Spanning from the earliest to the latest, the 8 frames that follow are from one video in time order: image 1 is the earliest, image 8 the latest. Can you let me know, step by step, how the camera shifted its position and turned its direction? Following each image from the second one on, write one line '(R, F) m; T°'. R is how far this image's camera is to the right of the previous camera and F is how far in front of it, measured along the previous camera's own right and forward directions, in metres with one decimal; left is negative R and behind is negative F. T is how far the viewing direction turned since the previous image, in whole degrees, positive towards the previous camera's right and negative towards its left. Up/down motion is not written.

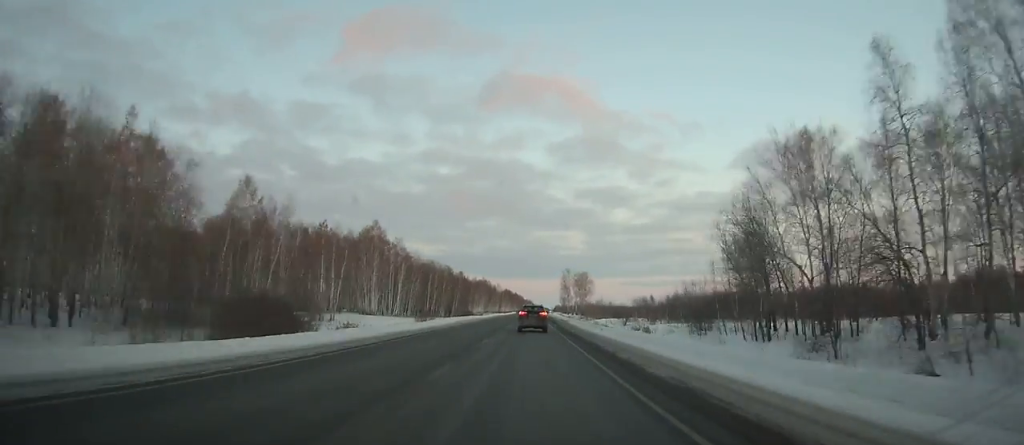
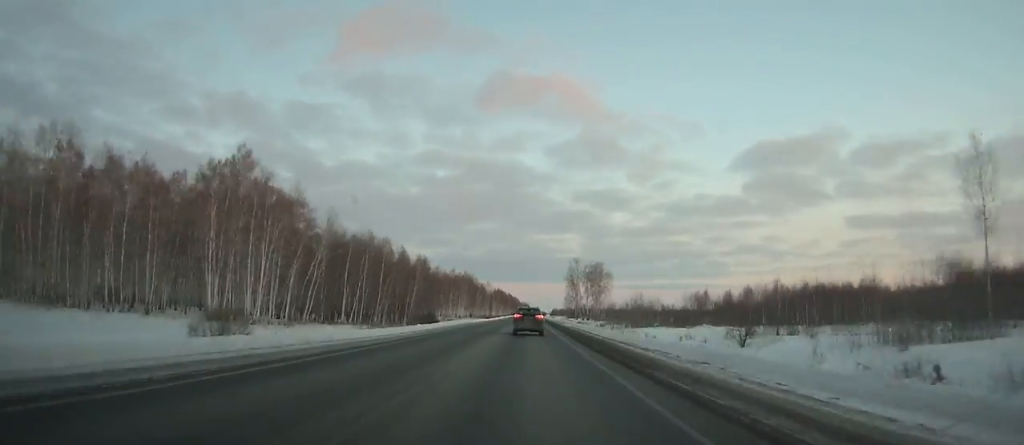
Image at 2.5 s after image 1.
(0.0, +70.9) m; 0°
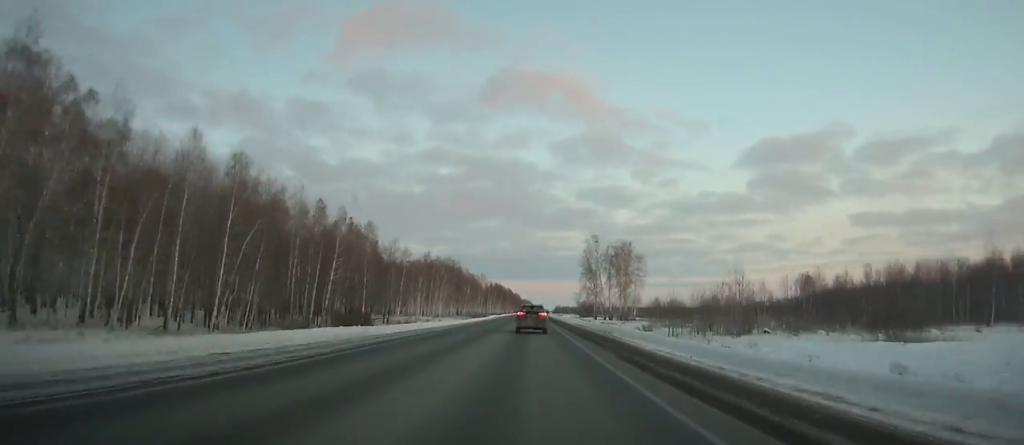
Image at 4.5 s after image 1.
(0.0, +56.6) m; 0°
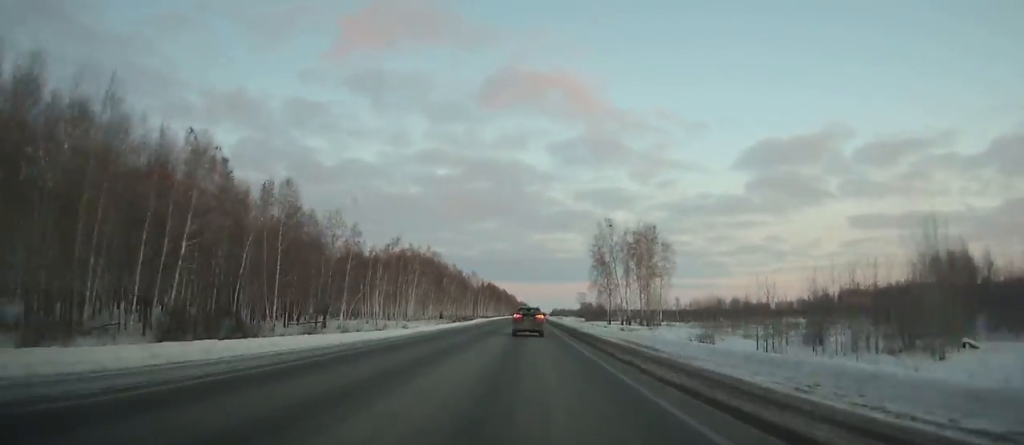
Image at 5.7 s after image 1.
(+0.1, +33.7) m; 0°
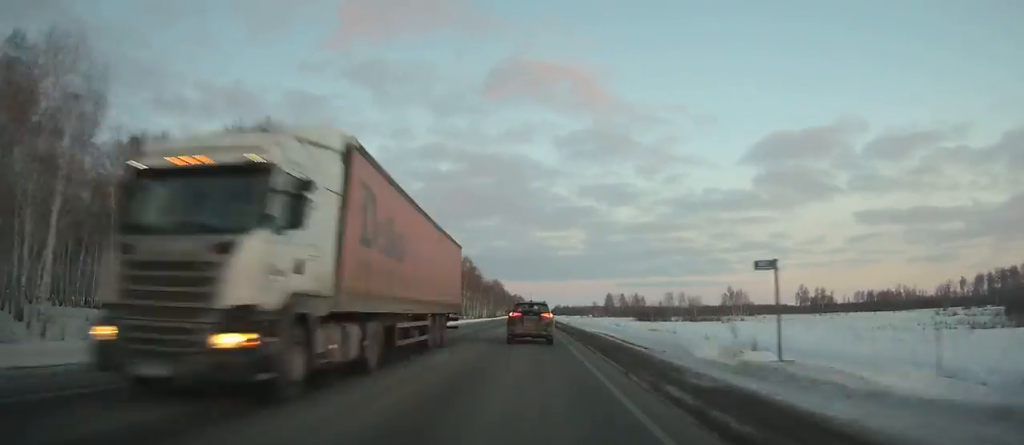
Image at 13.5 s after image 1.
(+1.5, +214.5) m; +1°
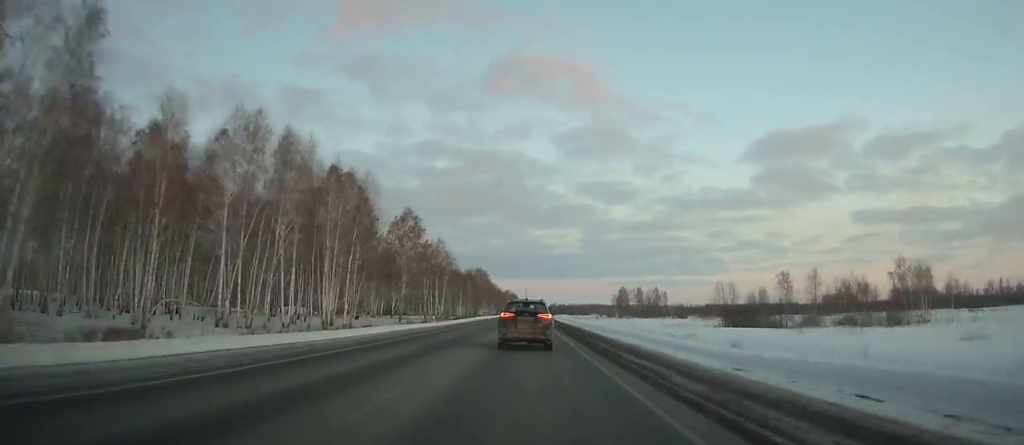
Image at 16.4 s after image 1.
(+0.2, +76.4) m; 0°
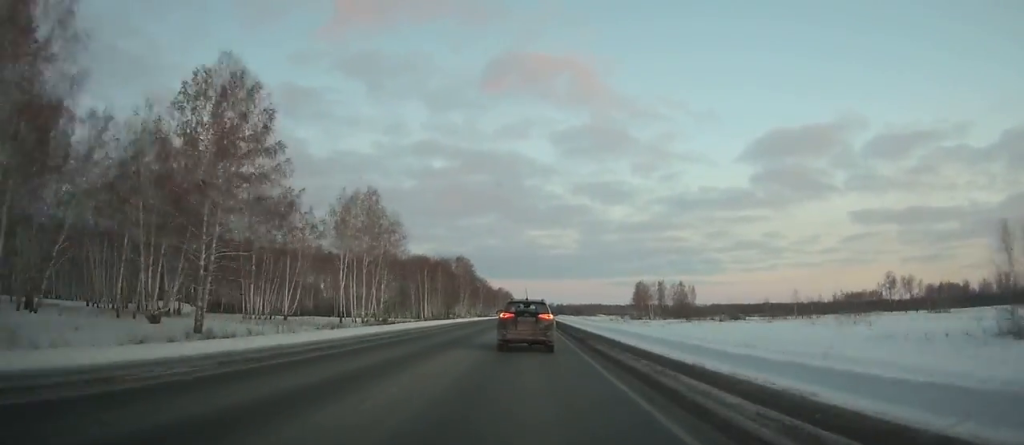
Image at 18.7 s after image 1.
(+0.2, +59.6) m; 0°
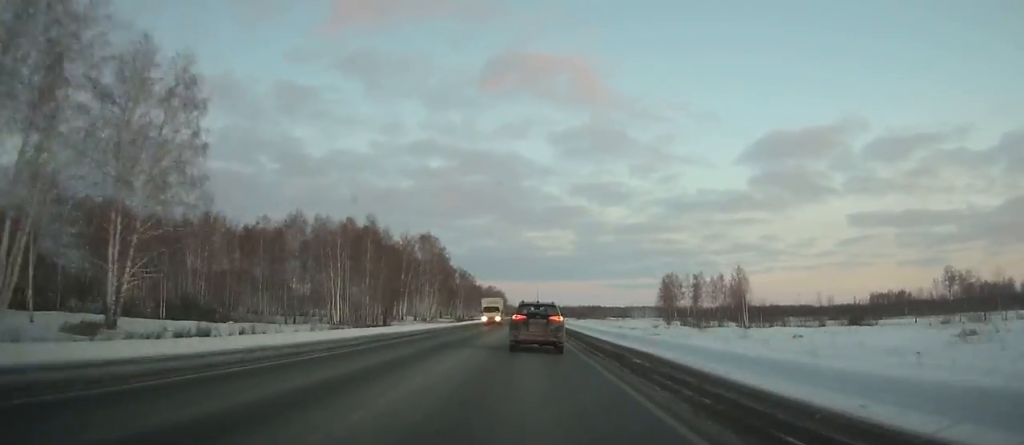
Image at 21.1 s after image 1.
(+0.1, +61.8) m; 0°
